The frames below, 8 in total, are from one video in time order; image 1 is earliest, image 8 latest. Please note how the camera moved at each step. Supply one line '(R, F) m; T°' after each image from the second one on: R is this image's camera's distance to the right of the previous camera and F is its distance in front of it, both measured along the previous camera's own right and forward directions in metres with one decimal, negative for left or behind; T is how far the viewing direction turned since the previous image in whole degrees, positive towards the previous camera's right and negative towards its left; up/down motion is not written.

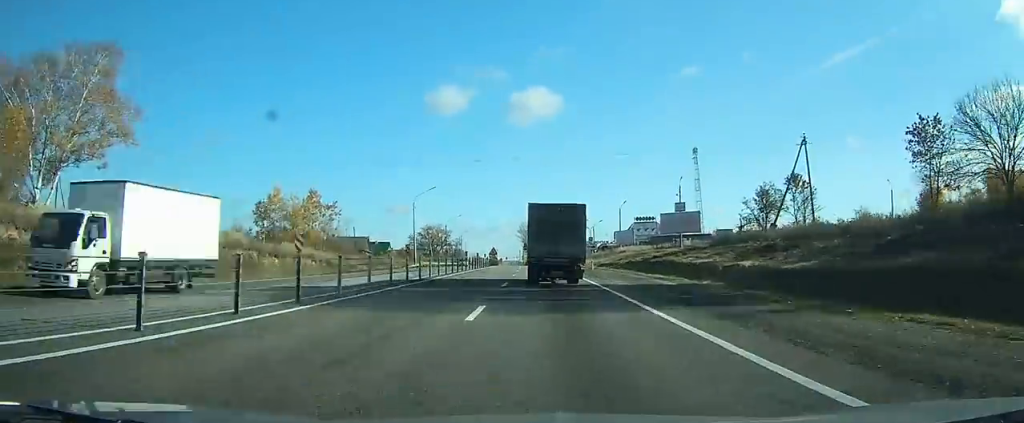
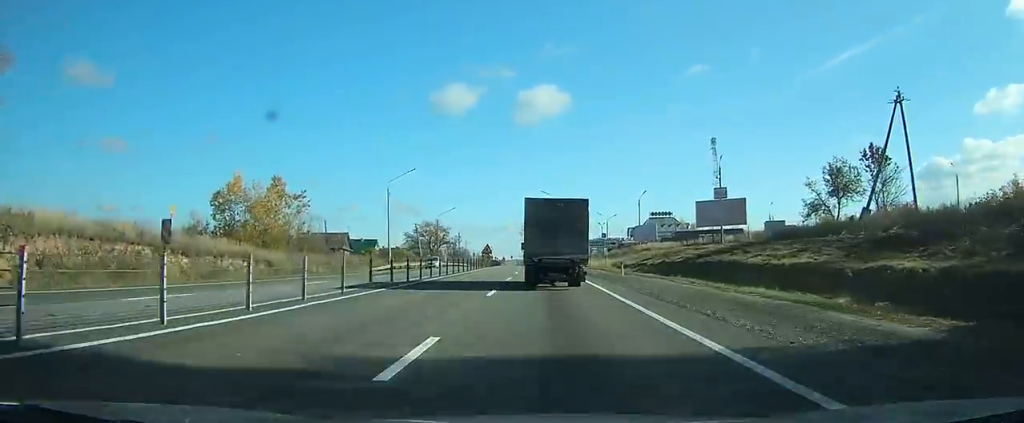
(0.0, +16.0) m; 0°
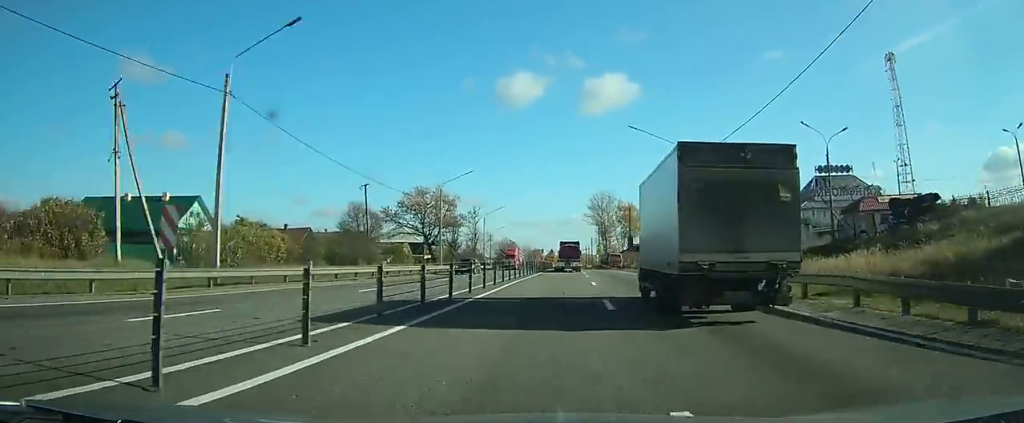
(-4.3, +80.1) m; -6°
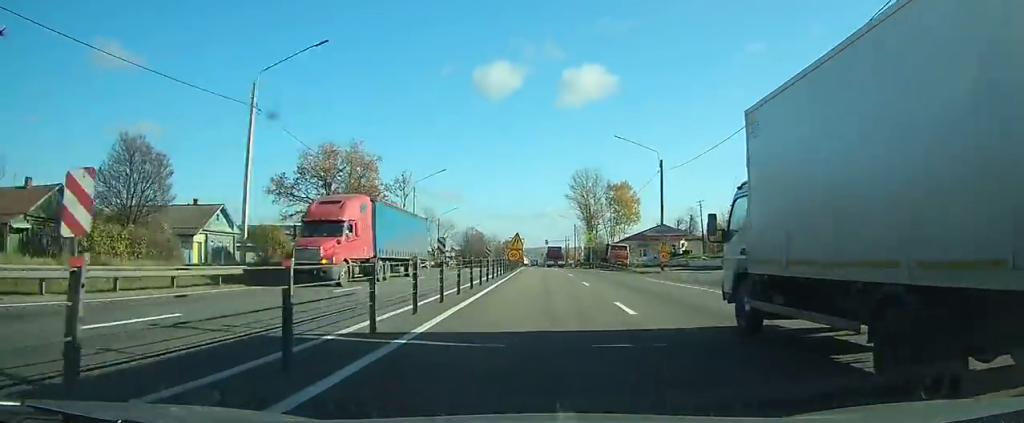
(0.0, +36.2) m; +1°
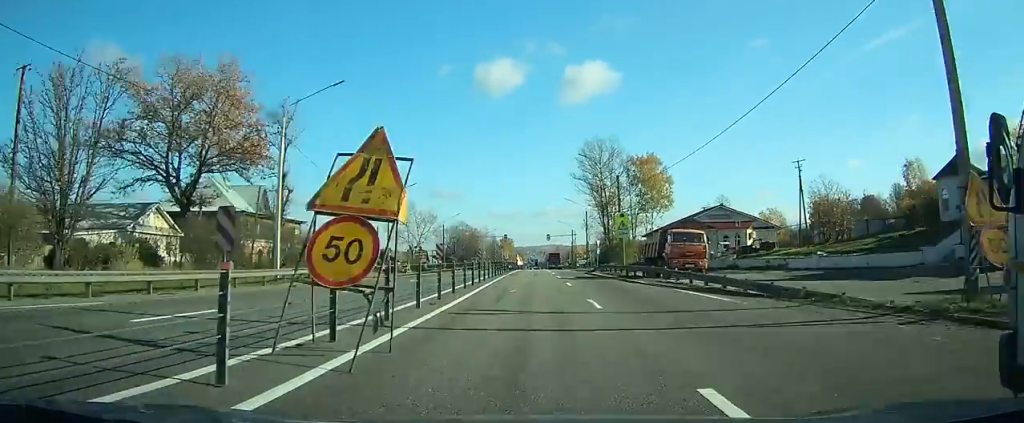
(+0.3, +35.8) m; +1°
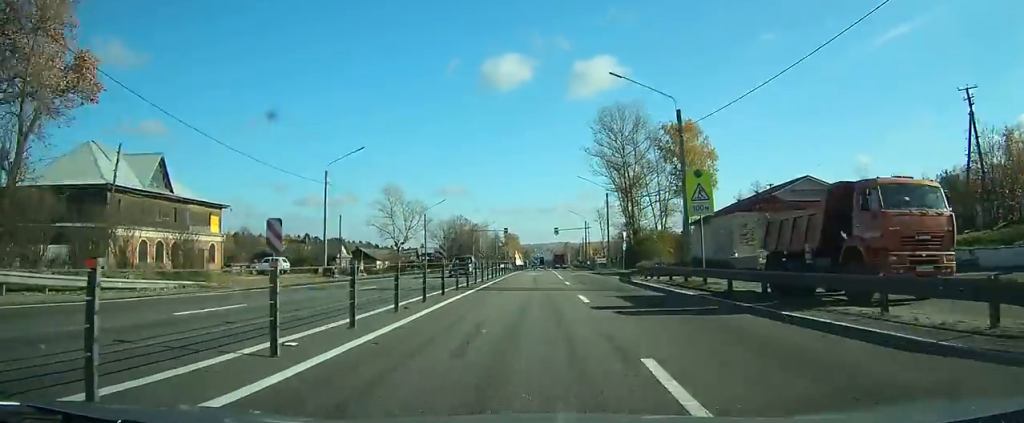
(+0.1, +23.7) m; 0°
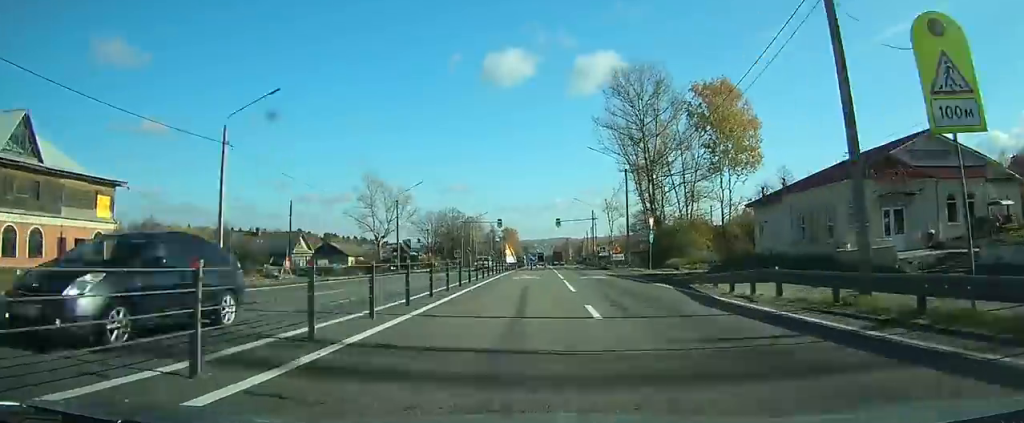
(0.0, +17.0) m; 0°
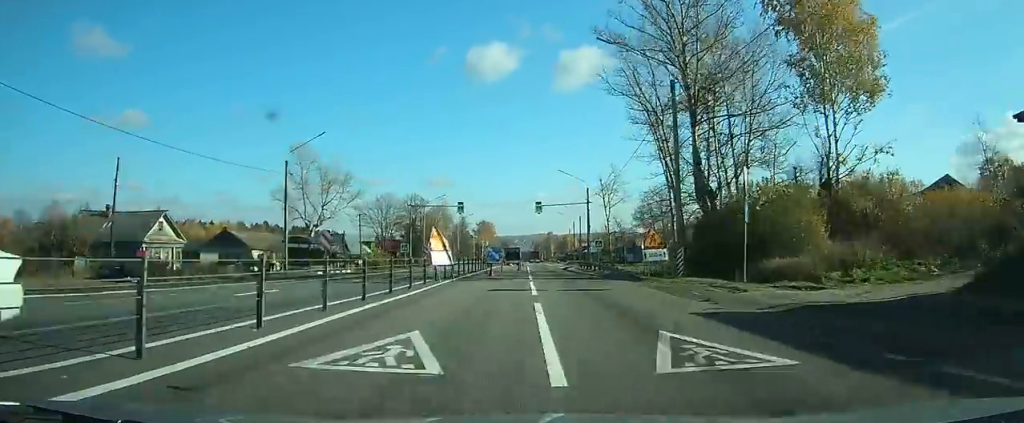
(+0.2, +28.0) m; +1°
